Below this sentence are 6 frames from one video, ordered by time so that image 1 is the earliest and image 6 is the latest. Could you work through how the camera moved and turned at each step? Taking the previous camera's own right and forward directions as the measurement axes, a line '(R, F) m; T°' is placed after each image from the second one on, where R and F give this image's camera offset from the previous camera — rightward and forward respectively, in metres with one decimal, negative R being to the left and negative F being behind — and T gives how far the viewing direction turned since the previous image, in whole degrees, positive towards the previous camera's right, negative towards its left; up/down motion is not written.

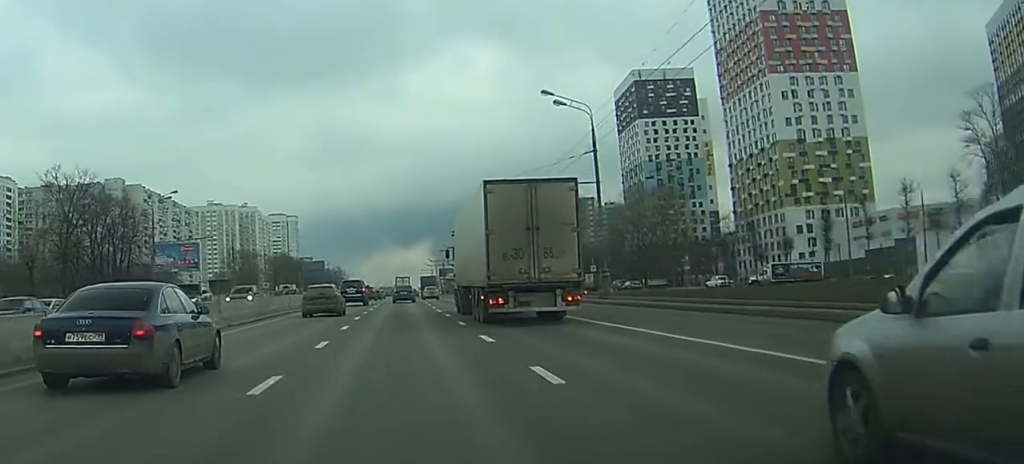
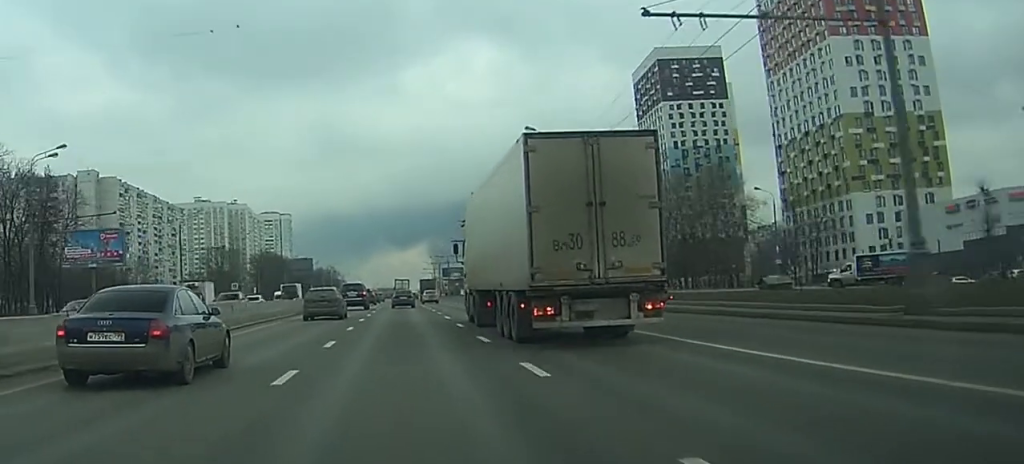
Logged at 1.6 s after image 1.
(0.0, +30.8) m; 0°
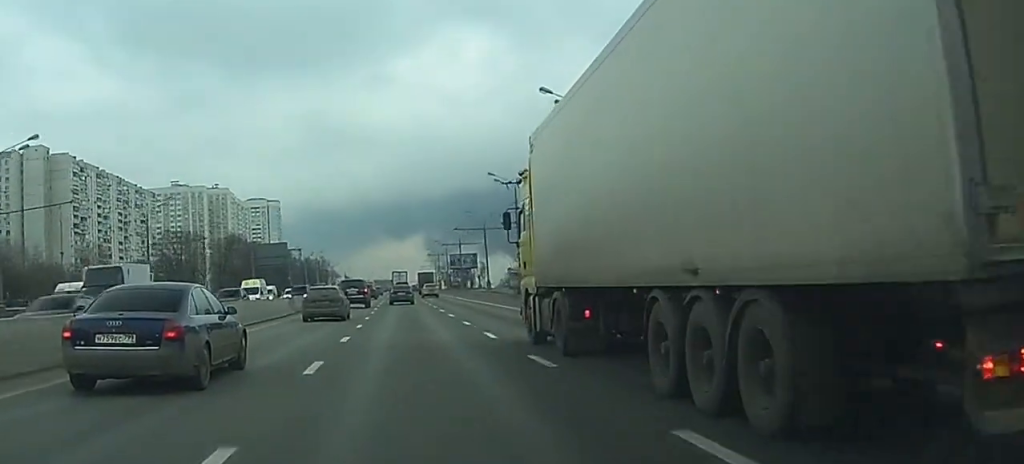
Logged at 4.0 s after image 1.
(+0.1, +46.8) m; 0°
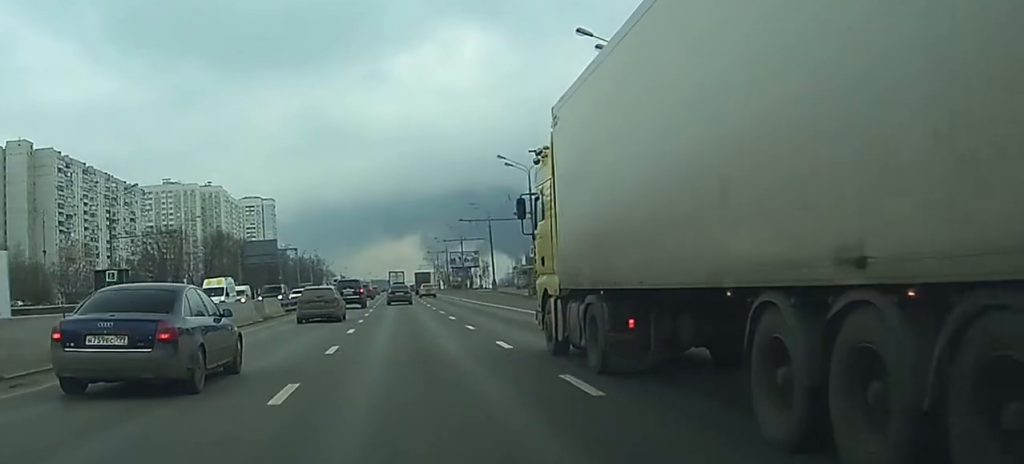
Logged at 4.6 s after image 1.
(0.0, +11.1) m; 0°
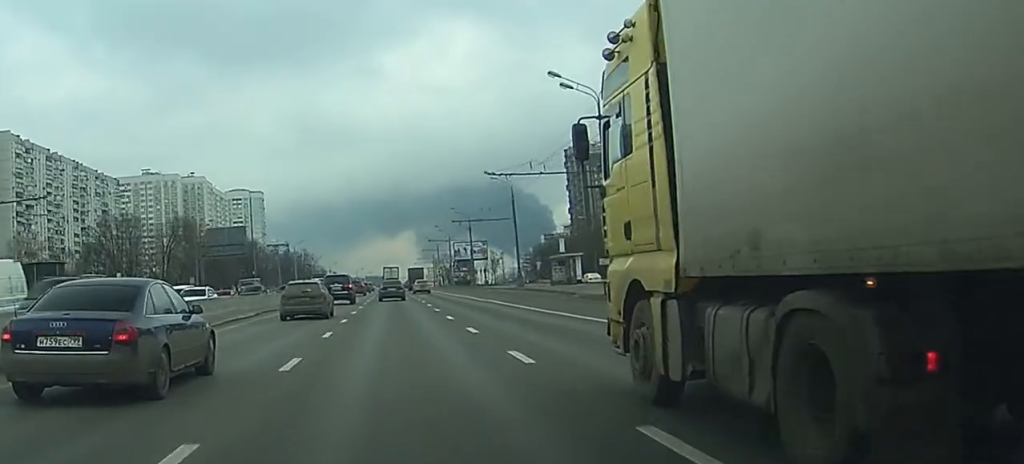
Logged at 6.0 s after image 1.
(+0.3, +28.6) m; 0°
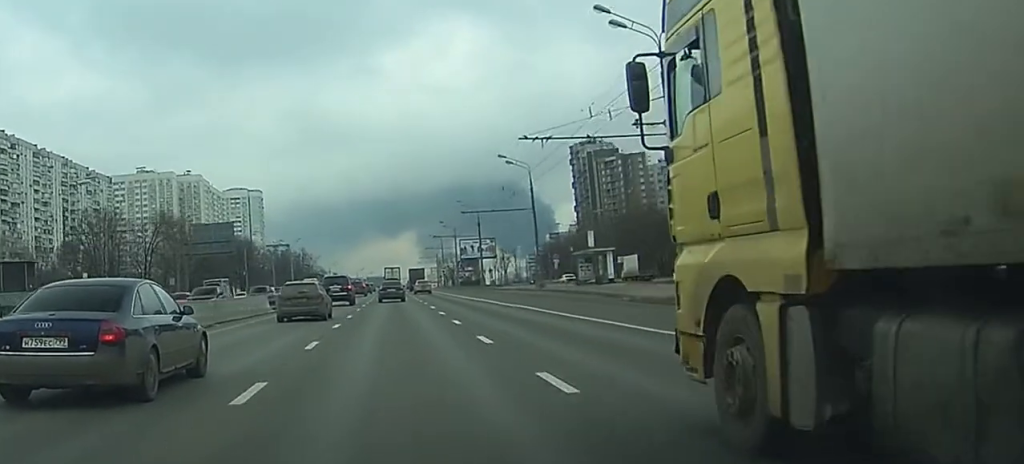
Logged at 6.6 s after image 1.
(-0.2, +11.5) m; -1°
